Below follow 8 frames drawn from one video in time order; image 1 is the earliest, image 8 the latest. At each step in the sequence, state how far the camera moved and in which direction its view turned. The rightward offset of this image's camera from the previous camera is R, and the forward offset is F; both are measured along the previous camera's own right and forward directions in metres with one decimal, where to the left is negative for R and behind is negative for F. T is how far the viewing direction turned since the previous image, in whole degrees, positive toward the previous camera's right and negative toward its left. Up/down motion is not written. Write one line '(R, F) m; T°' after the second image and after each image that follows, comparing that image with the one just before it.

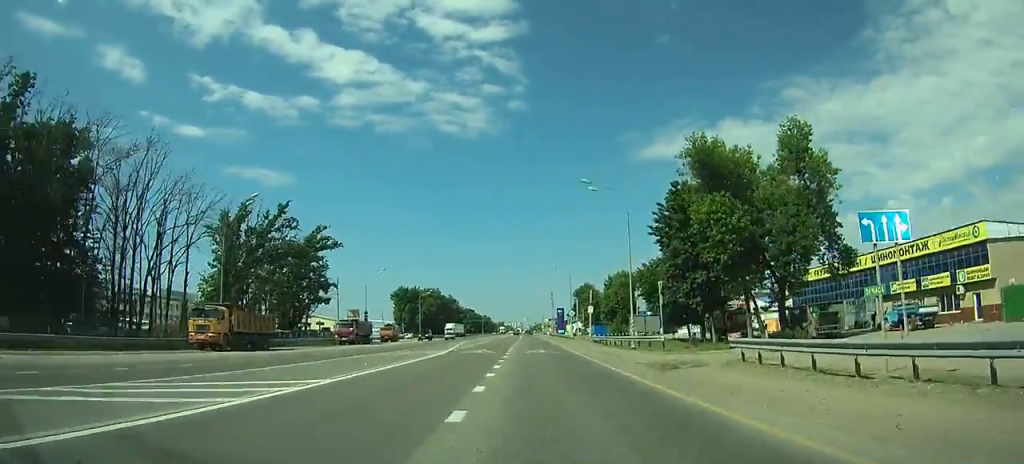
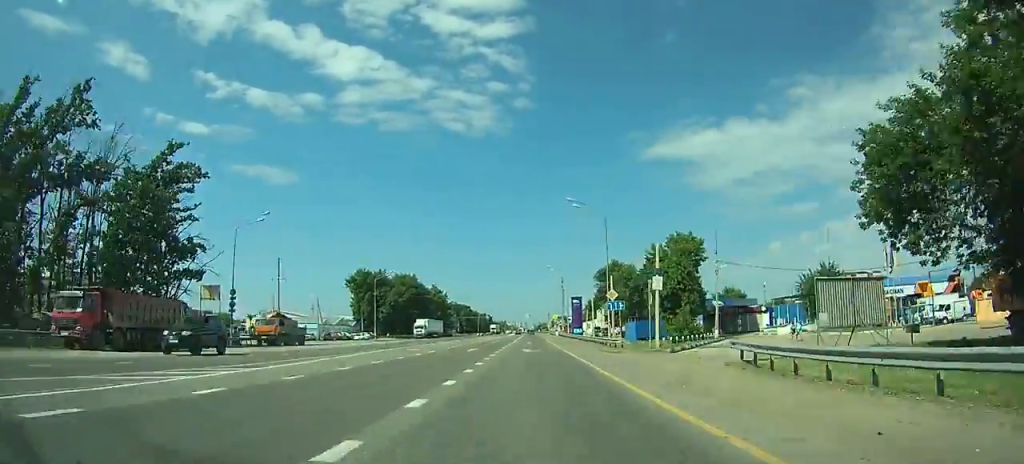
(-0.2, +47.4) m; 0°
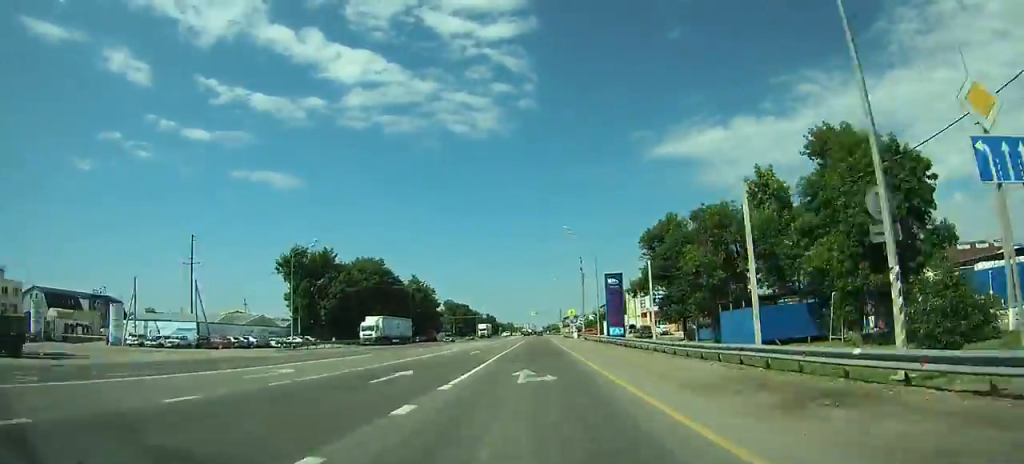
(-0.1, +39.8) m; 0°
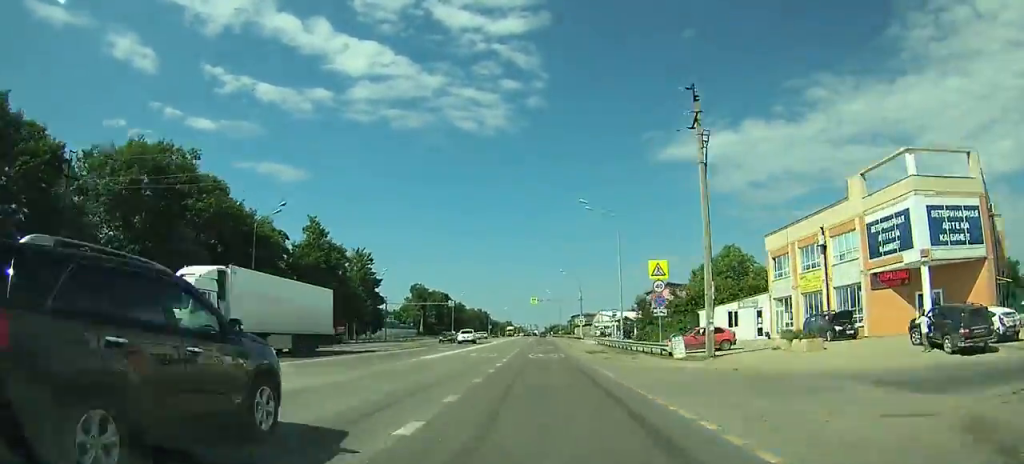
(-0.4, +72.5) m; 0°
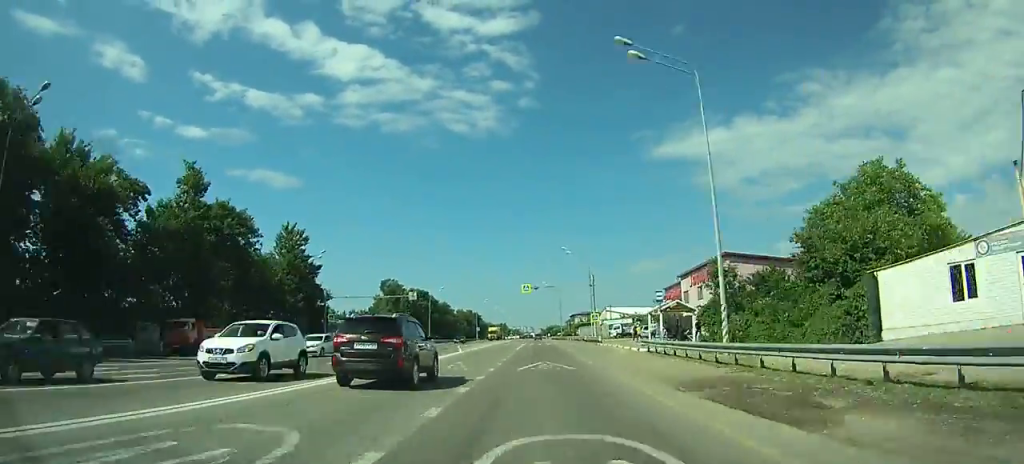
(0.0, +29.8) m; 0°
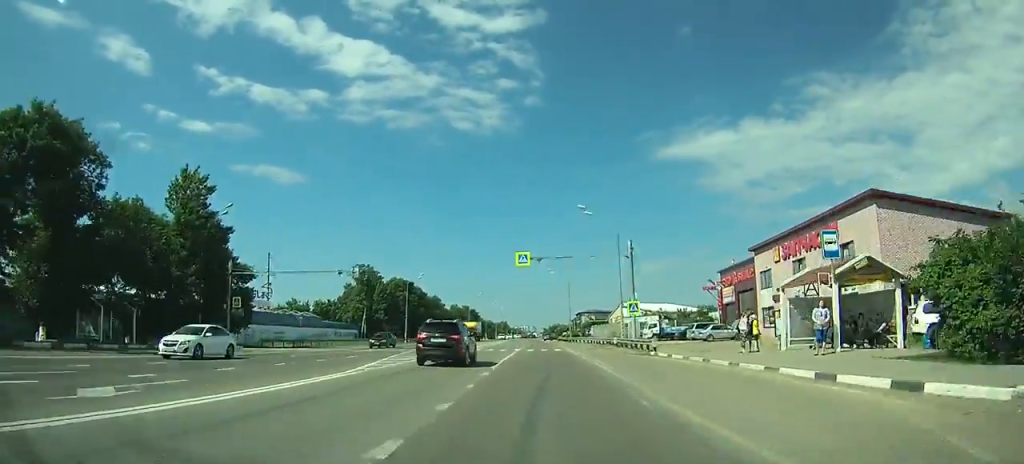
(0.0, +26.0) m; 0°
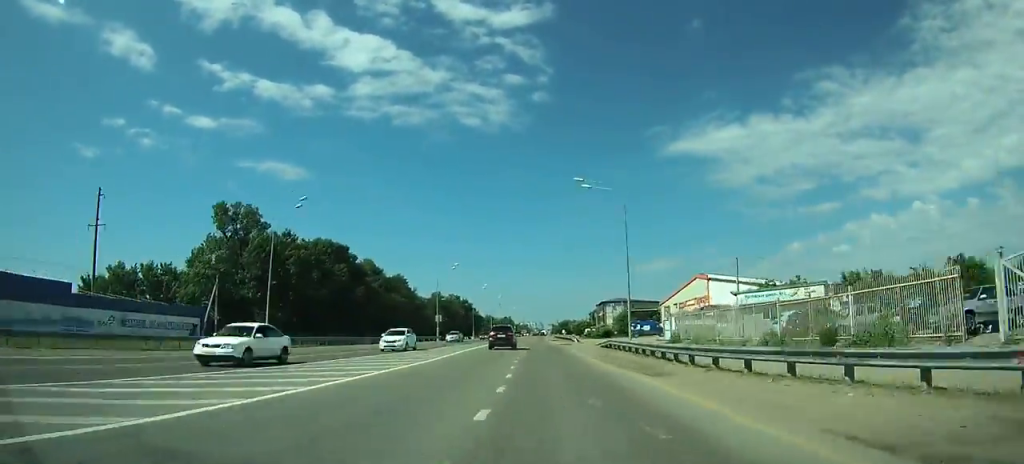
(0.0, +57.2) m; 0°
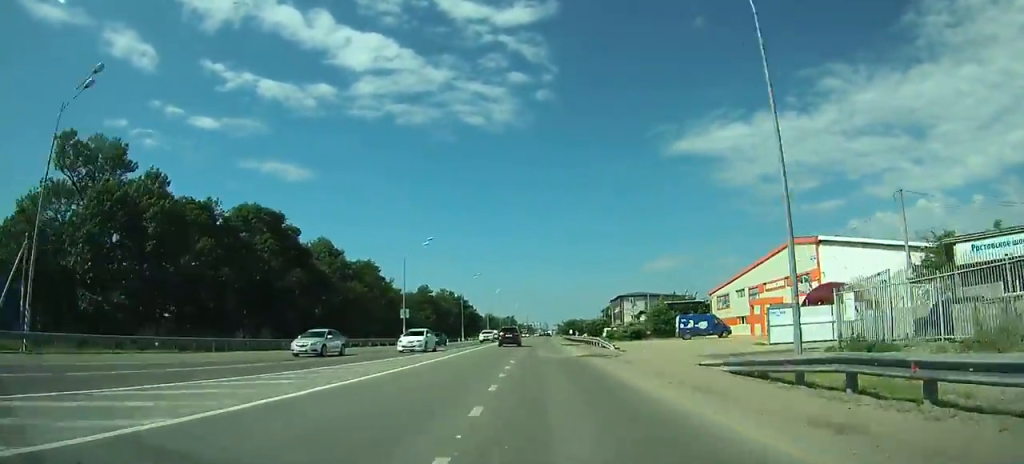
(-0.1, +25.2) m; 0°
